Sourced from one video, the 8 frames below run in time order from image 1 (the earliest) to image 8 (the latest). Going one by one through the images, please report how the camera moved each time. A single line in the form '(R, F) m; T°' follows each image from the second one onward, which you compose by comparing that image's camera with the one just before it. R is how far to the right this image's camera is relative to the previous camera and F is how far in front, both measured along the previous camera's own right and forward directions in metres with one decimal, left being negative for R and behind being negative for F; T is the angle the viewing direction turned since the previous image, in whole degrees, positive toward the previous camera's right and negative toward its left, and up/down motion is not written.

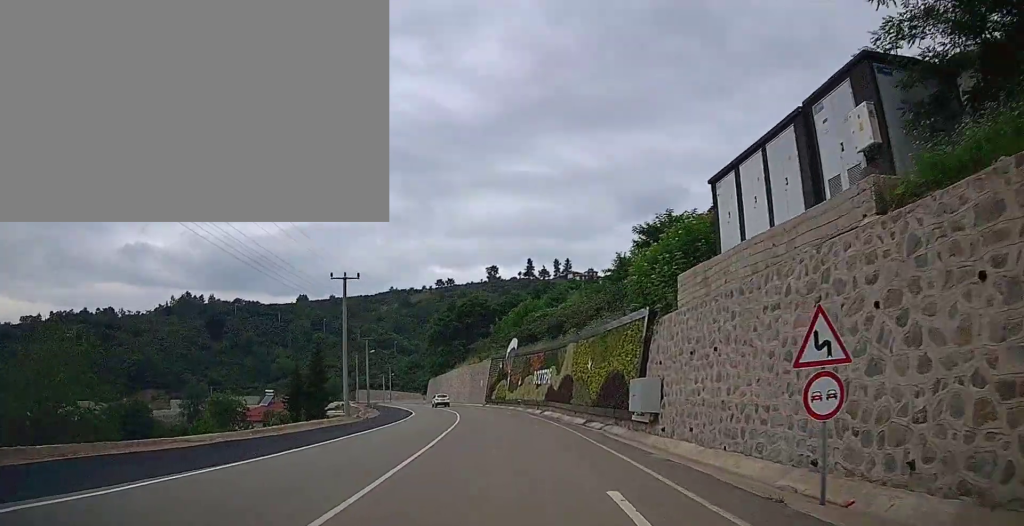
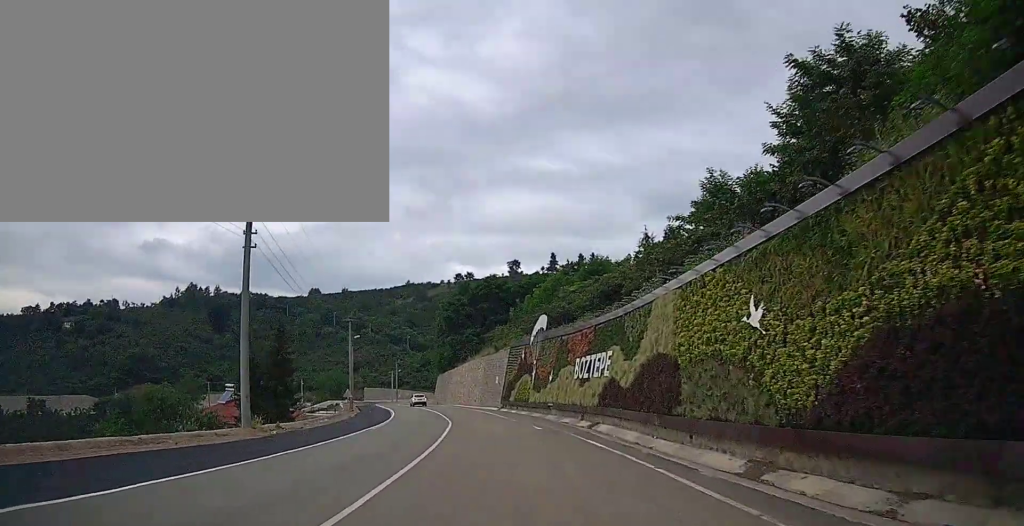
(0.0, +17.7) m; -2°
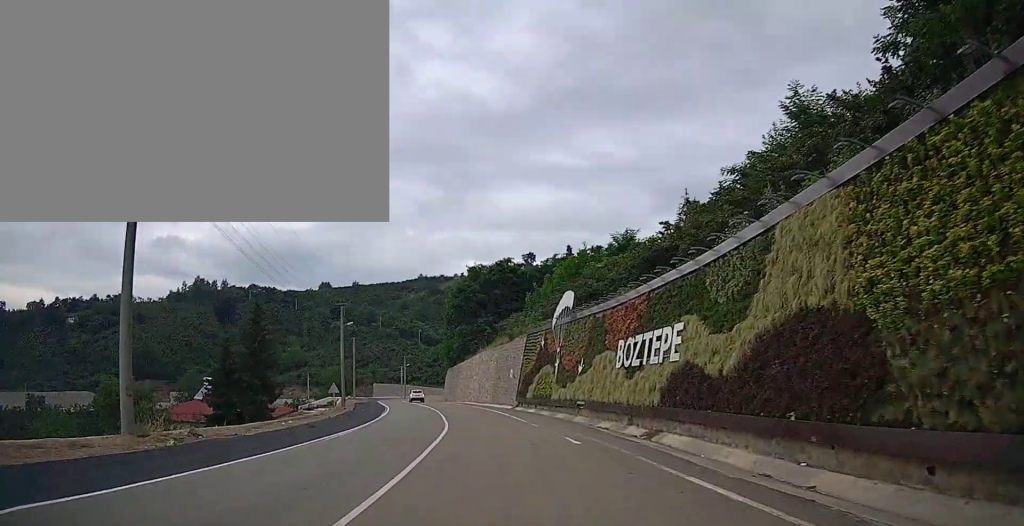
(-0.2, +8.1) m; -2°
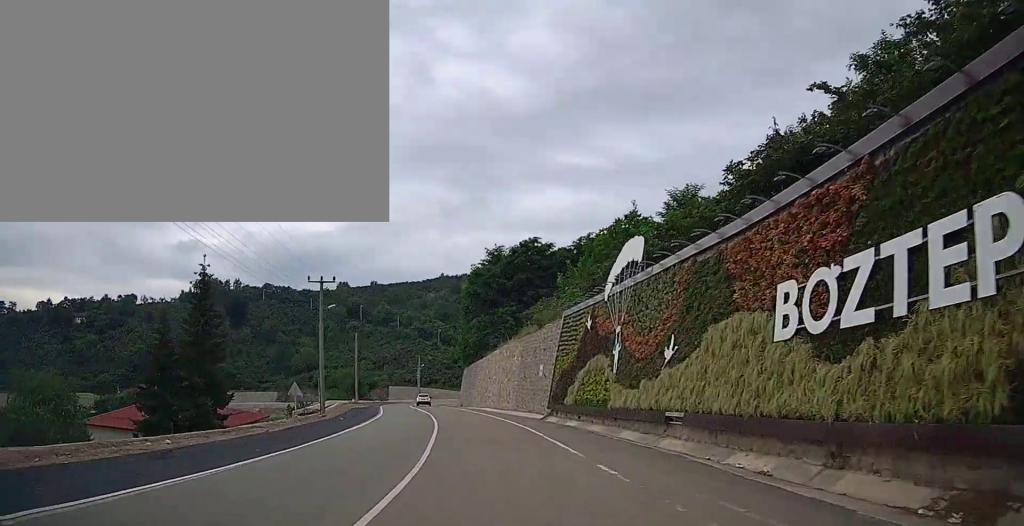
(-0.2, +12.5) m; -1°
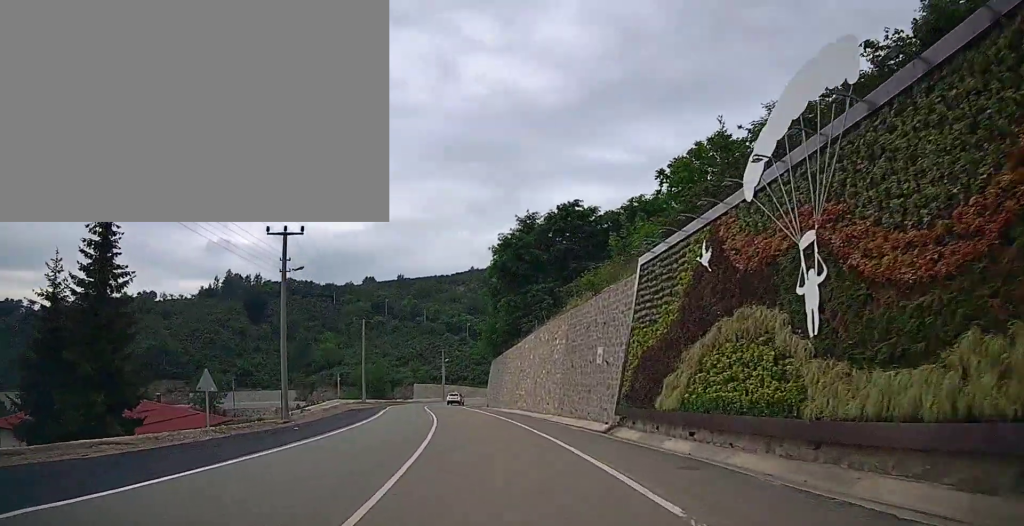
(-0.2, +12.7) m; -4°
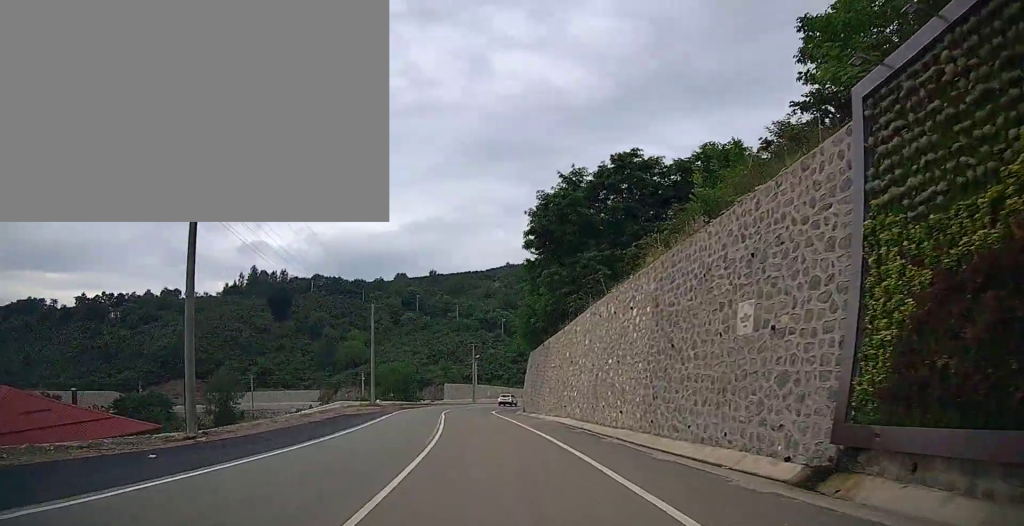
(-0.6, +12.2) m; -4°
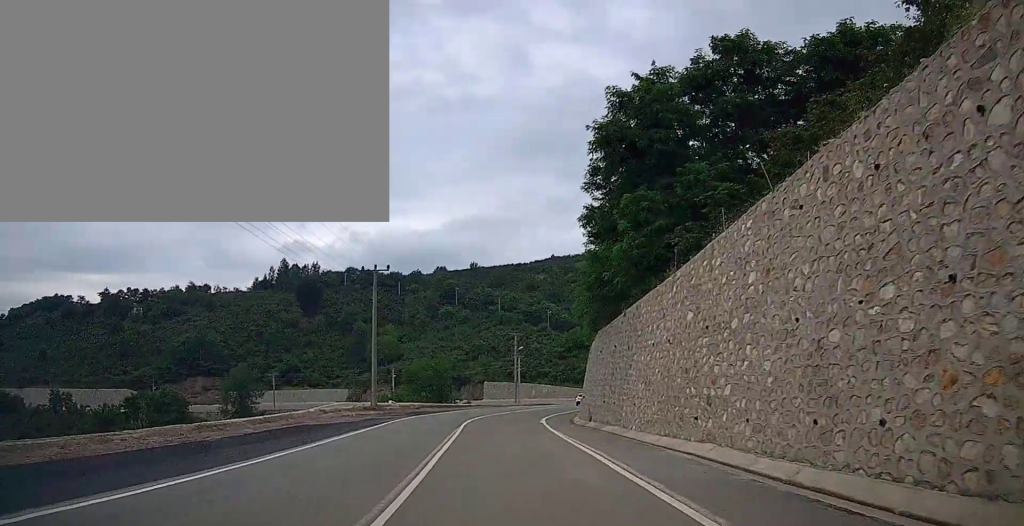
(-0.3, +15.4) m; -2°
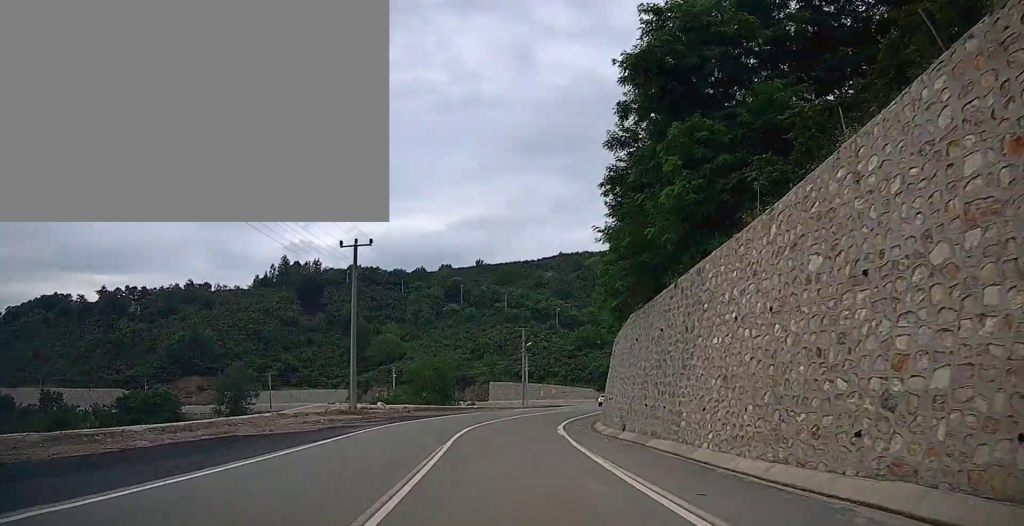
(-0.1, +7.0) m; -1°
